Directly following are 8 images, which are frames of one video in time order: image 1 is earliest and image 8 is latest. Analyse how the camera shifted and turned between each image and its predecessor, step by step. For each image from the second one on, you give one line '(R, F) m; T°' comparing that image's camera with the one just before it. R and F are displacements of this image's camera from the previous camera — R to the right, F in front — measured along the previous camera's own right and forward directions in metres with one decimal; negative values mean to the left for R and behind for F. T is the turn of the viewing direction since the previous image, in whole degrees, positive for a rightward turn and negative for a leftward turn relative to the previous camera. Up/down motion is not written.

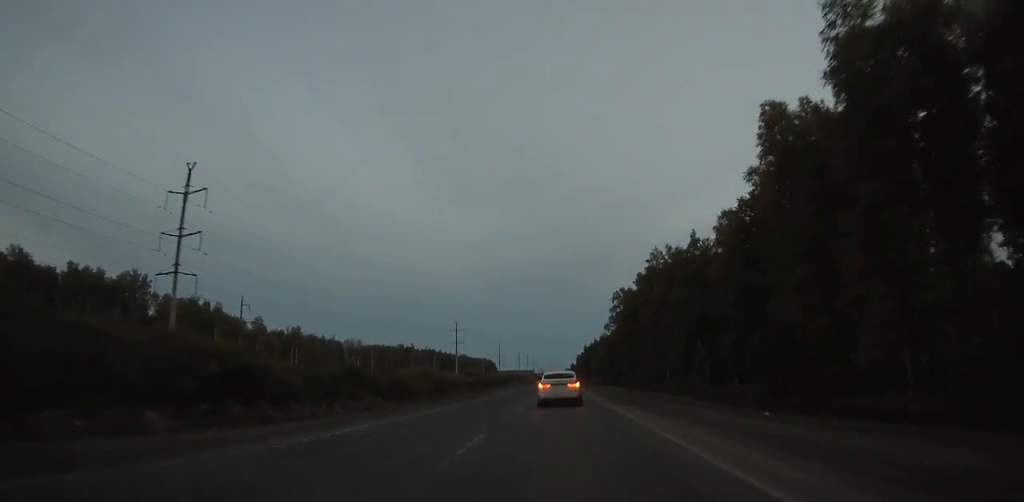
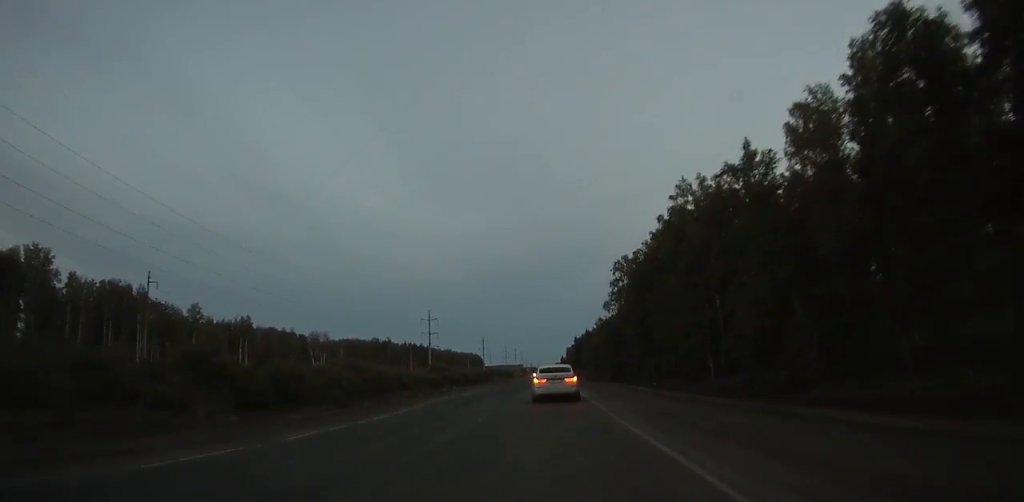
(+0.2, +30.9) m; 0°
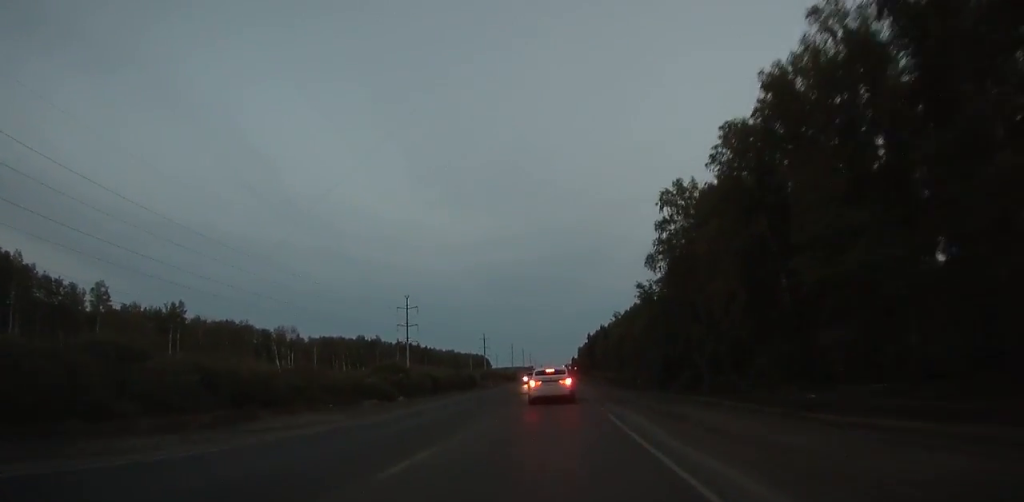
(+0.3, +45.1) m; 0°
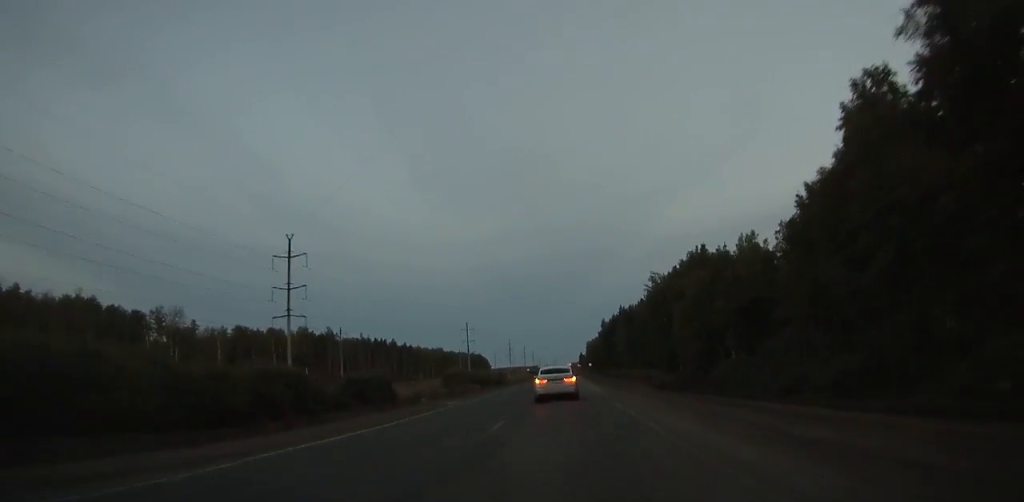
(-0.4, +81.9) m; 0°
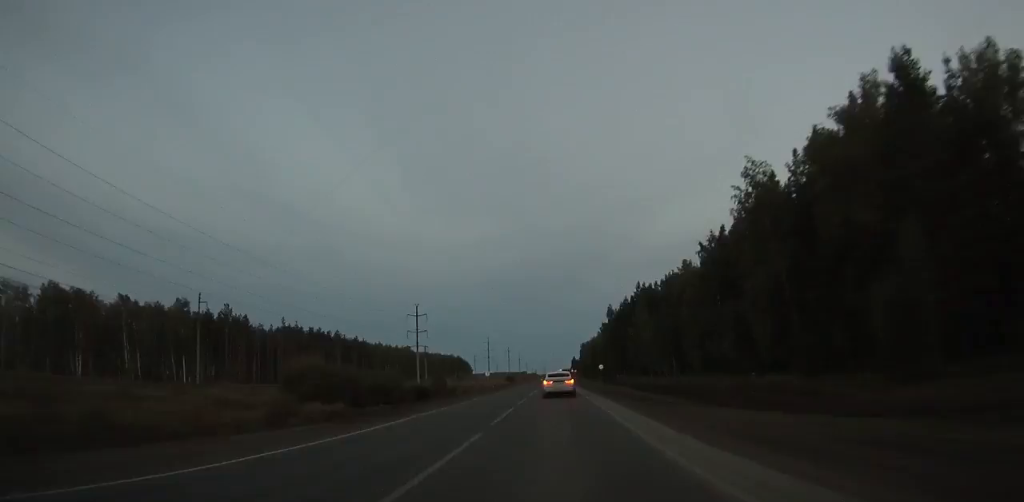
(+0.1, +78.2) m; -1°
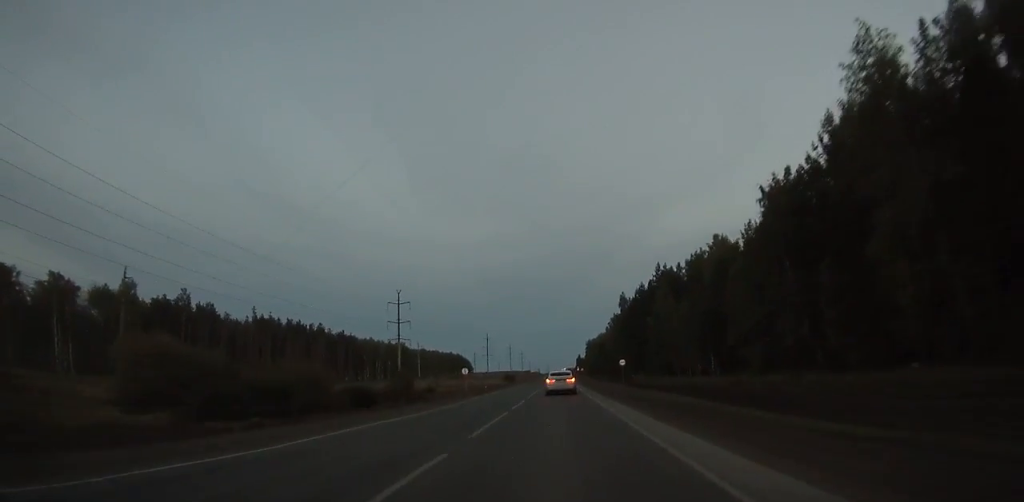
(0.0, +23.8) m; 0°
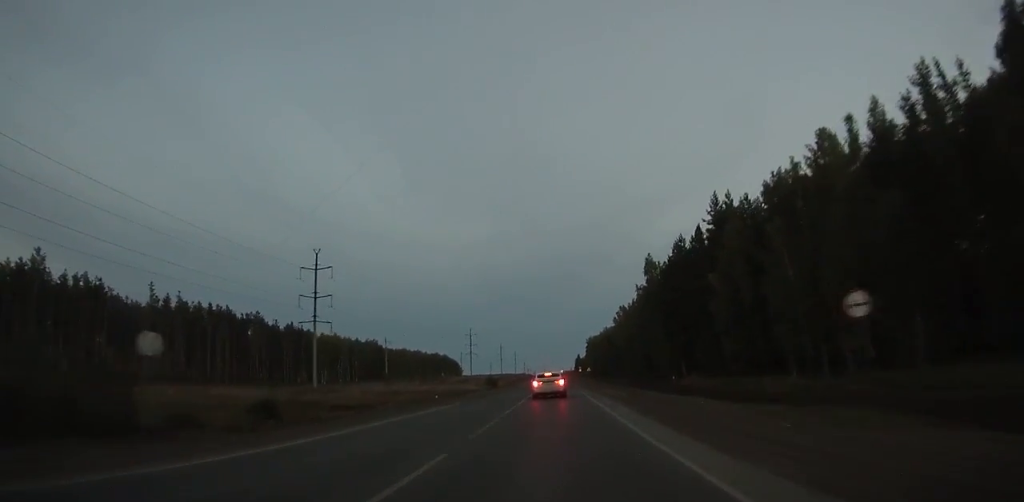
(-0.4, +49.6) m; 0°
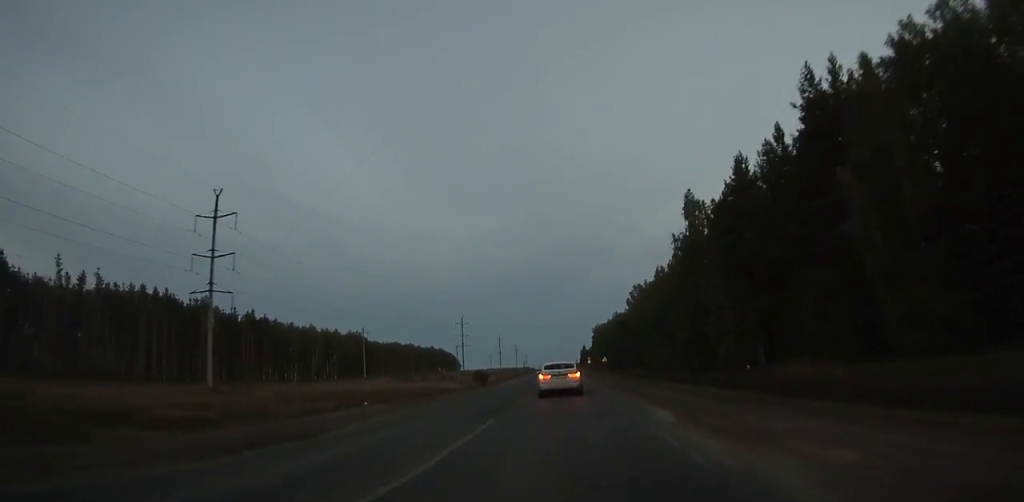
(+0.2, +31.7) m; 0°
